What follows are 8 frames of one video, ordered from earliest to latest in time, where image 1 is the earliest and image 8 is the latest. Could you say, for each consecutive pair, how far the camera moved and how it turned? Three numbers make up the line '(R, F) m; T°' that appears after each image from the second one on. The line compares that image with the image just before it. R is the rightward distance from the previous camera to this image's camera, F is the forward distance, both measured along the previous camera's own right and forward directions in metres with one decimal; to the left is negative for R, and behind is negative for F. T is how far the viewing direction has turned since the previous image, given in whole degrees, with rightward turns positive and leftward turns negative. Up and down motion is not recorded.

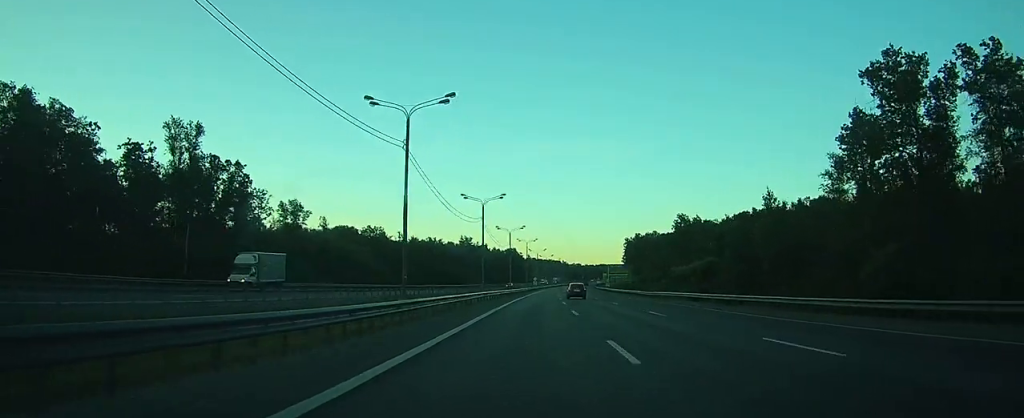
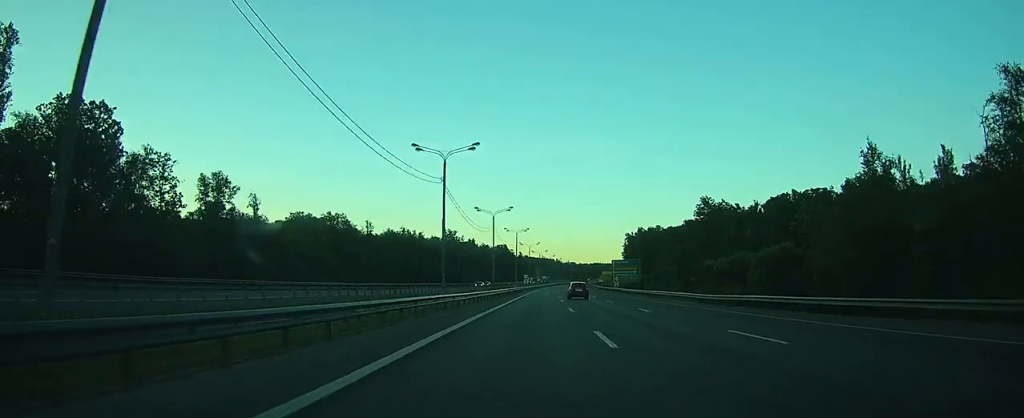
(+0.3, +29.3) m; +1°
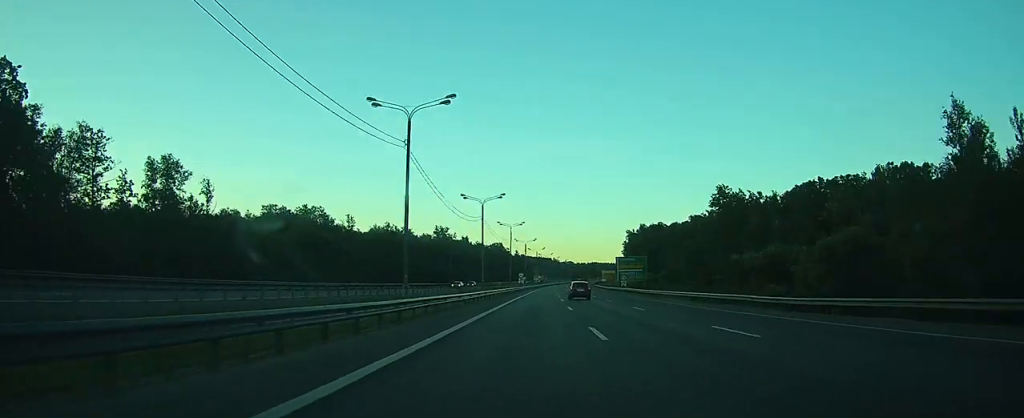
(0.0, +14.1) m; 0°
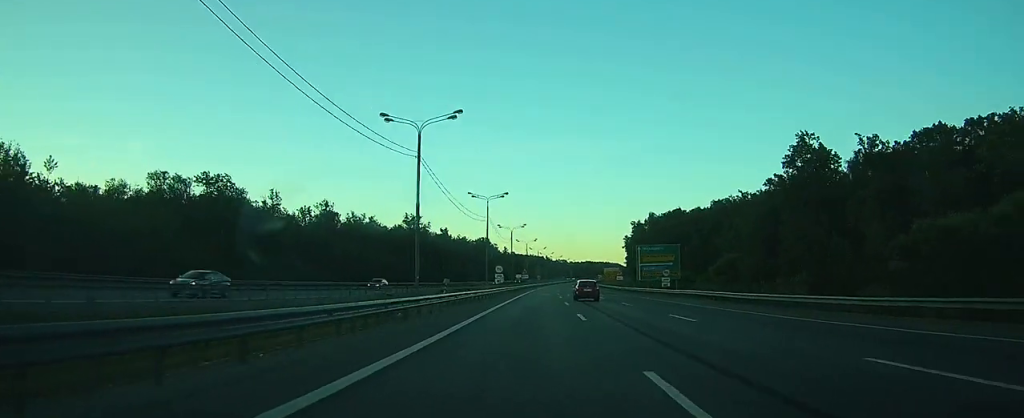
(+0.2, +40.9) m; 0°
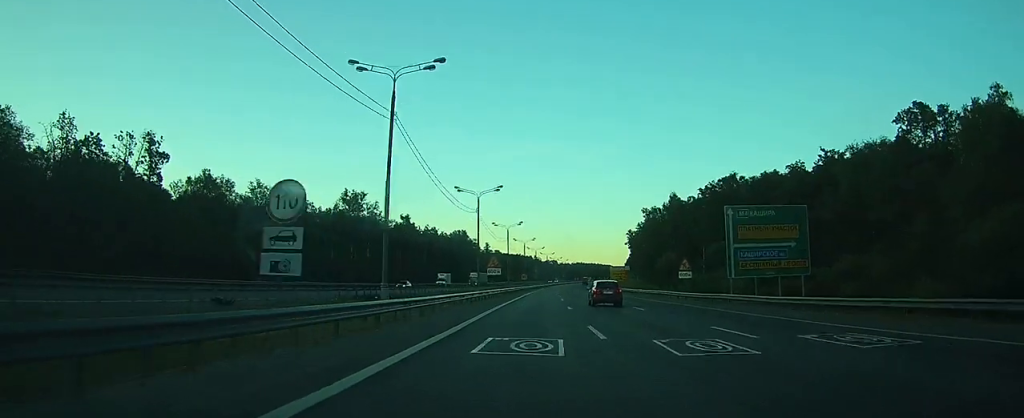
(+0.5, +53.9) m; +2°
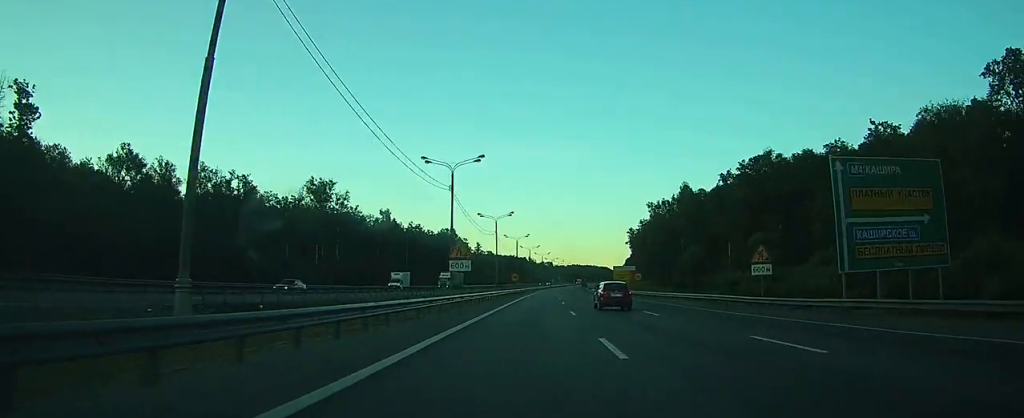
(+0.2, +19.6) m; +1°
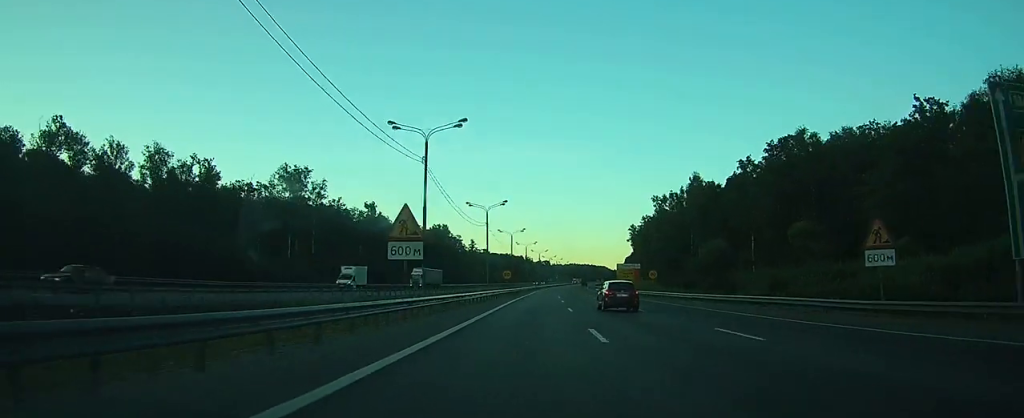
(+0.1, +12.7) m; 0°
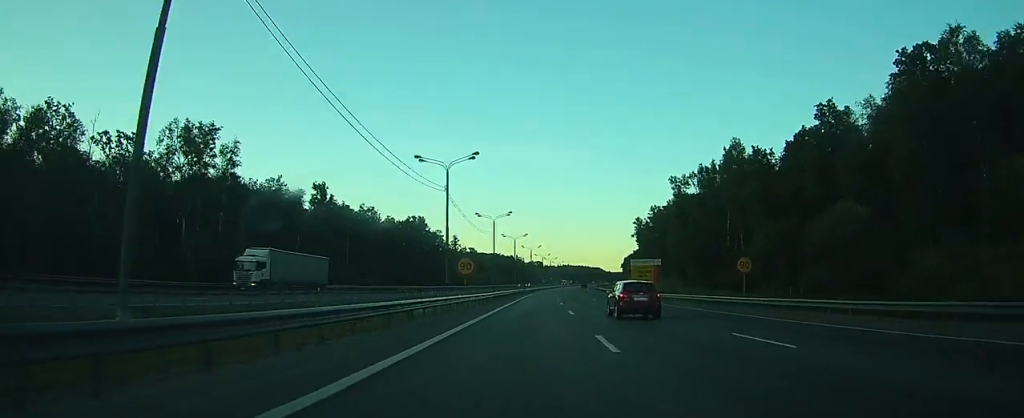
(+0.2, +33.4) m; +1°
